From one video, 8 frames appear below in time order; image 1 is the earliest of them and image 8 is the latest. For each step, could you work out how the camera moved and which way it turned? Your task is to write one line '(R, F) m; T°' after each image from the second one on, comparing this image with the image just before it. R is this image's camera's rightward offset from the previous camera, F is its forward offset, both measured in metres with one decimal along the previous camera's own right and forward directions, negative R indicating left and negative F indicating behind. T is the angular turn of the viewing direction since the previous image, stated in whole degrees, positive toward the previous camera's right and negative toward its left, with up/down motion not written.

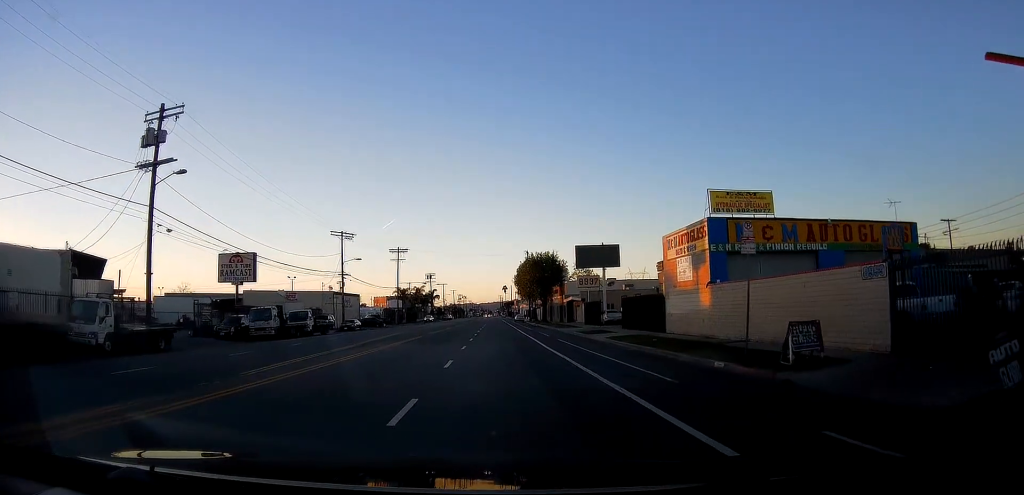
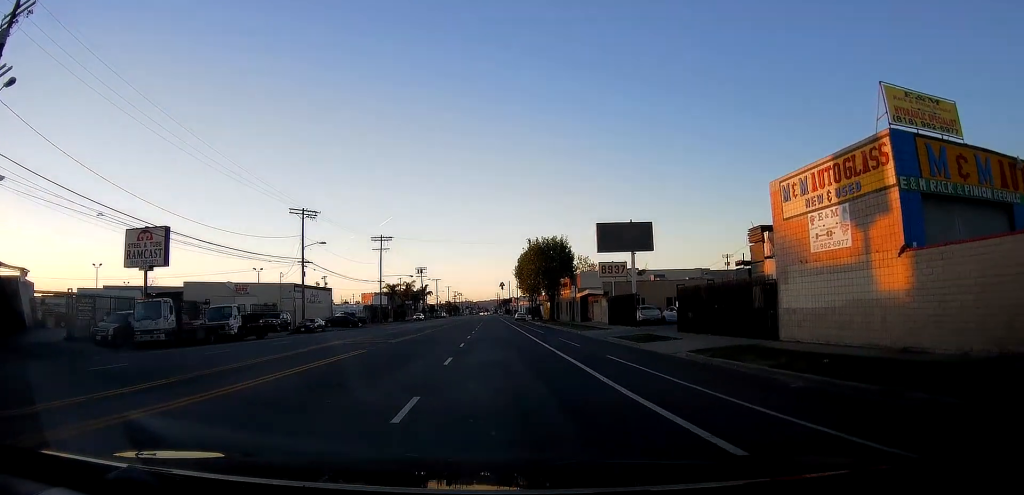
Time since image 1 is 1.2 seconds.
(0.0, +15.1) m; 0°
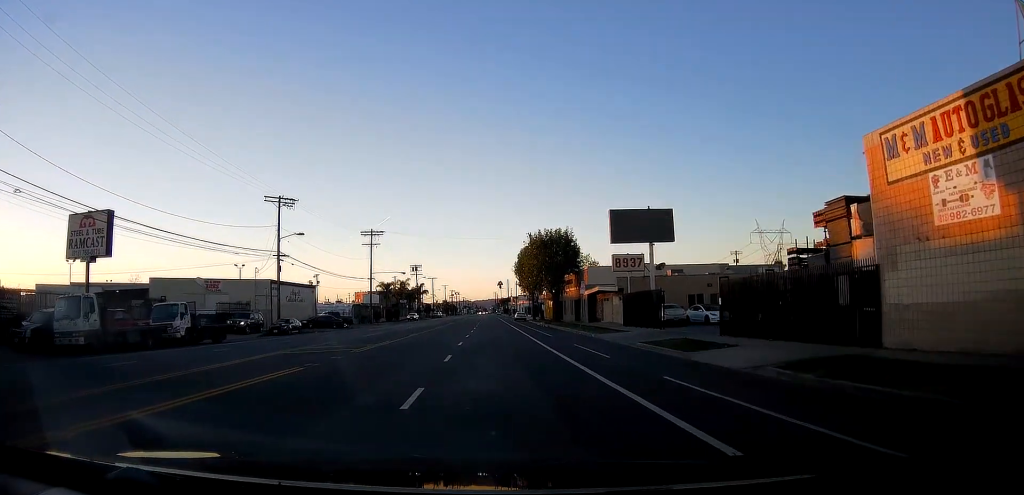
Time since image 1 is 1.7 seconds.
(0.0, +6.6) m; 0°
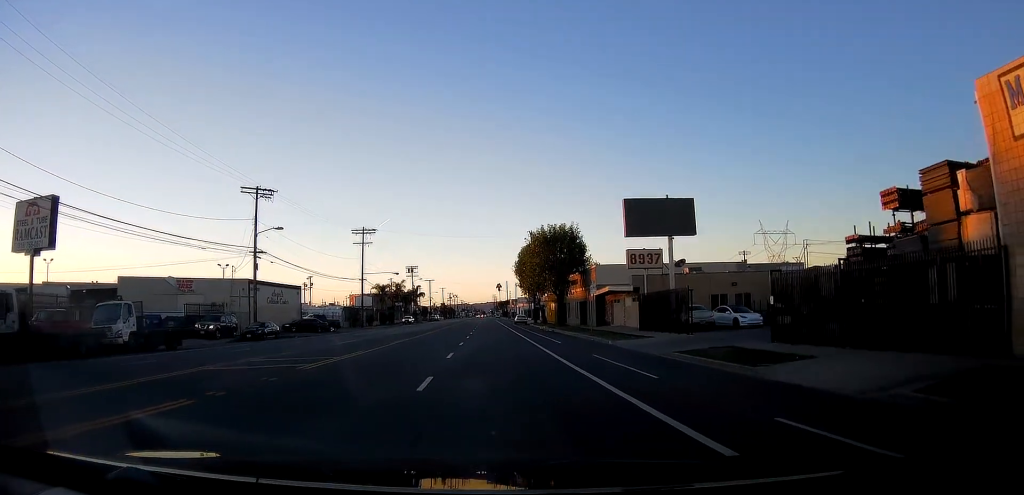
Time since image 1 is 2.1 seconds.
(0.0, +5.3) m; 0°
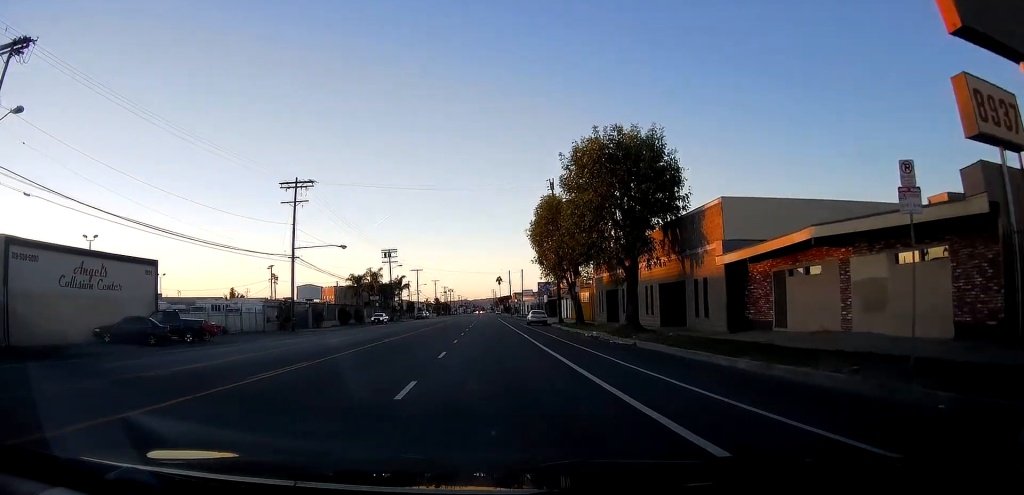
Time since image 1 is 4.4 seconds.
(0.0, +31.1) m; 0°
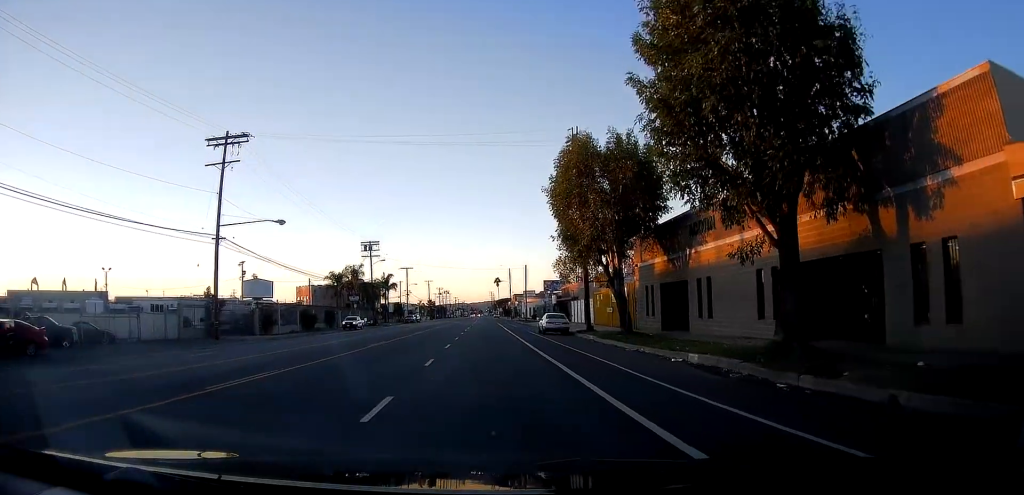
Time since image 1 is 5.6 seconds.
(0.0, +16.5) m; 0°
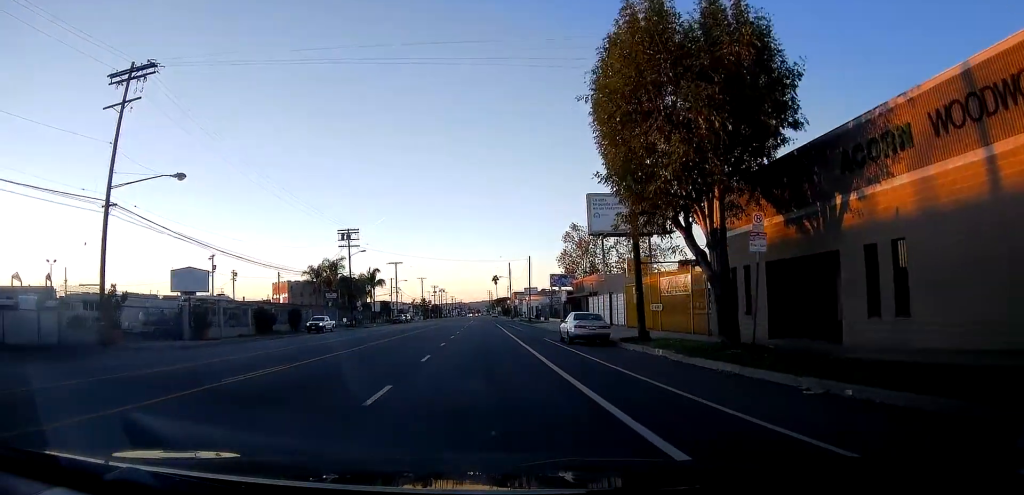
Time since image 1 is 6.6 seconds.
(0.0, +13.7) m; 0°
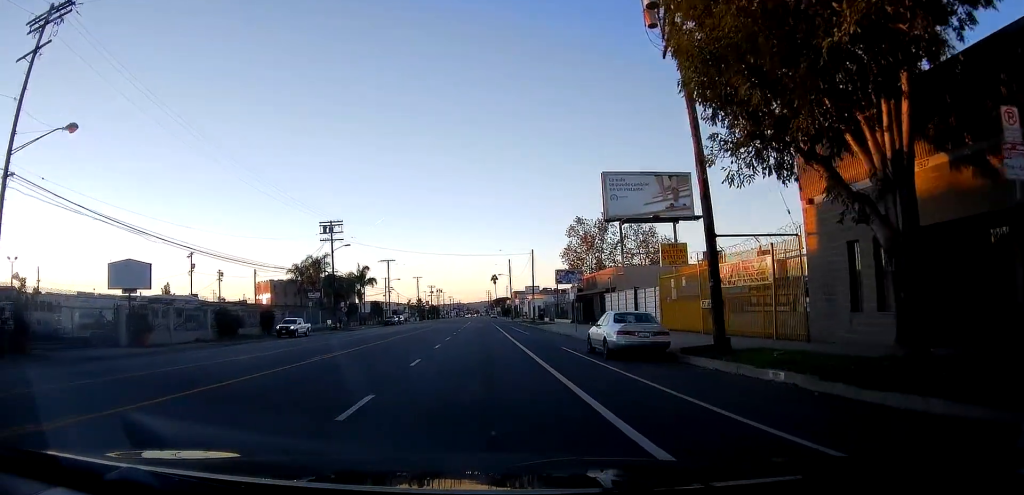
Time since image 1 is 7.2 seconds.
(0.0, +8.5) m; 0°
